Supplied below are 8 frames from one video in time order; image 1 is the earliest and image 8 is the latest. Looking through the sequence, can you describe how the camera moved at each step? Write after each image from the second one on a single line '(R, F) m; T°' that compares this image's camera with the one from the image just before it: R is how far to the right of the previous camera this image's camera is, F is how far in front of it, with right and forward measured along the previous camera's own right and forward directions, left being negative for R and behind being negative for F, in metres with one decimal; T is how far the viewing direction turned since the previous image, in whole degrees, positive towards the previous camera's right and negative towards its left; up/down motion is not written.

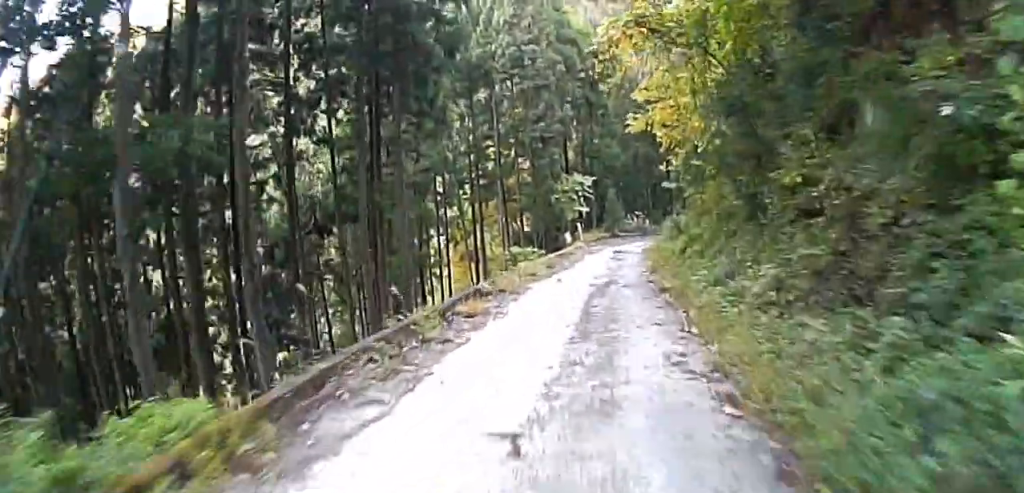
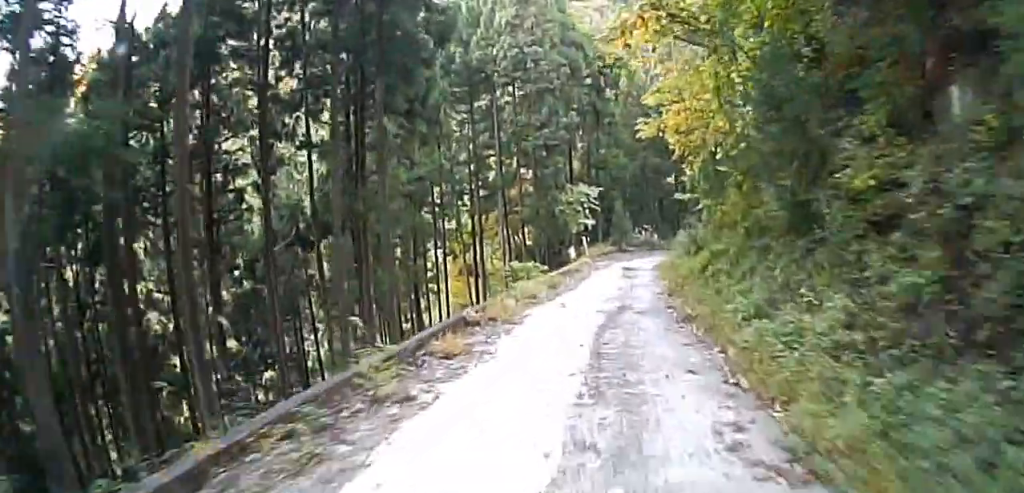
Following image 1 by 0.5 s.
(0.0, +2.5) m; -2°
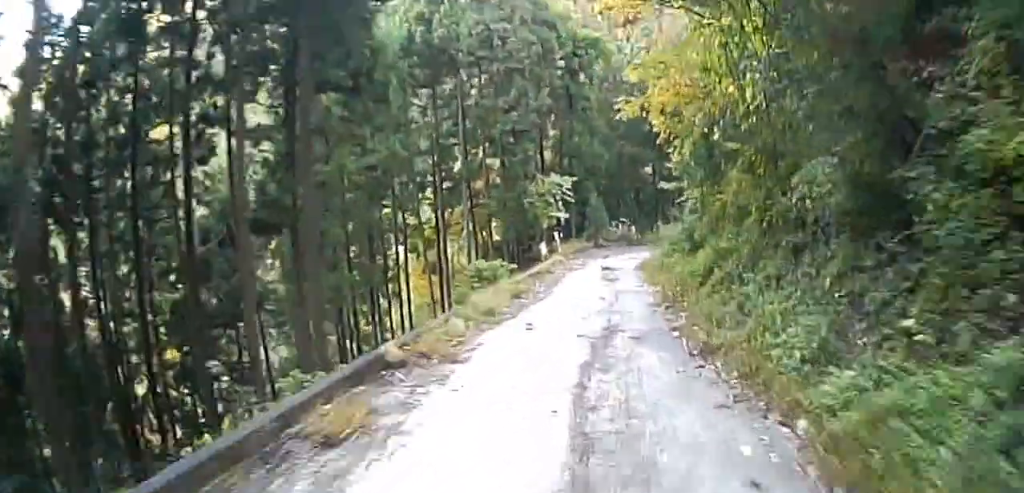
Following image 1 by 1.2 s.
(-0.2, +3.3) m; -6°
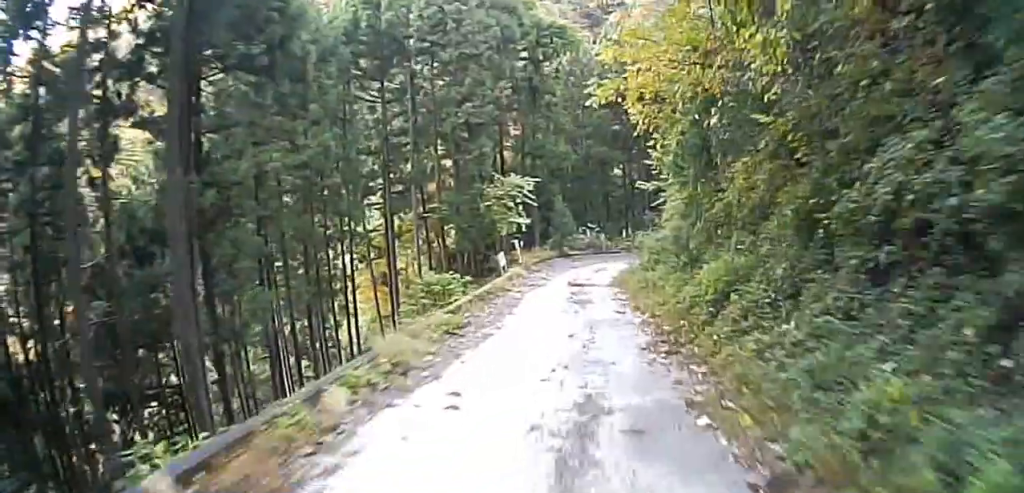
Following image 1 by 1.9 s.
(-0.2, +3.7) m; -3°
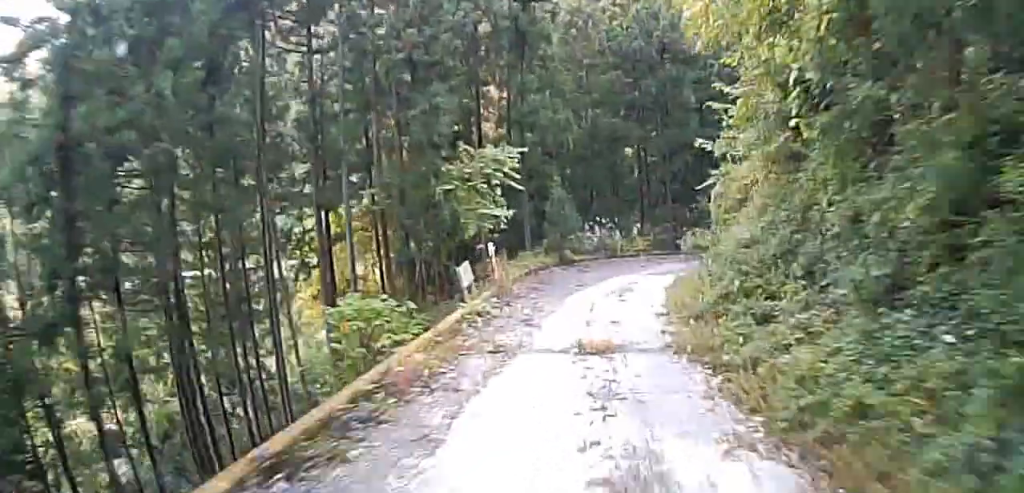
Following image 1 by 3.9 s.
(-0.2, +9.9) m; +1°
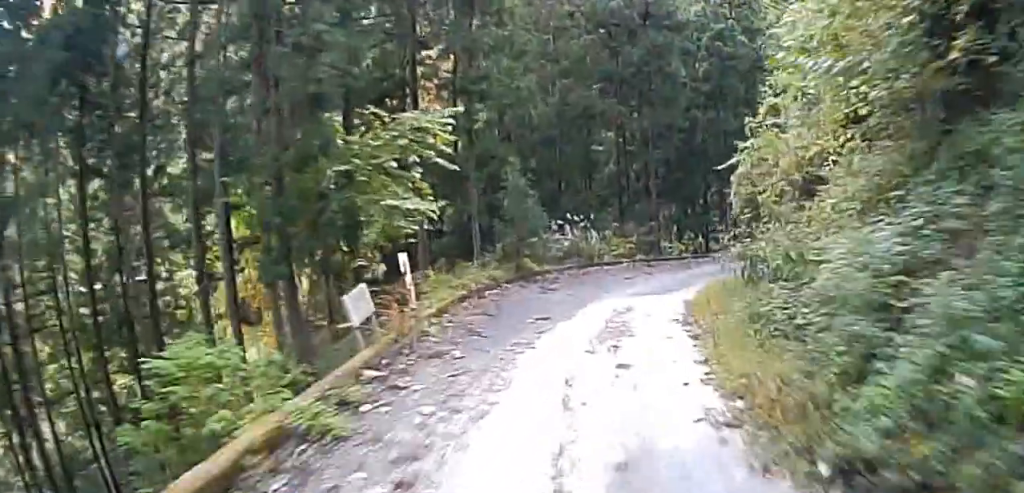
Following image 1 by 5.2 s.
(+0.3, +6.5) m; -1°
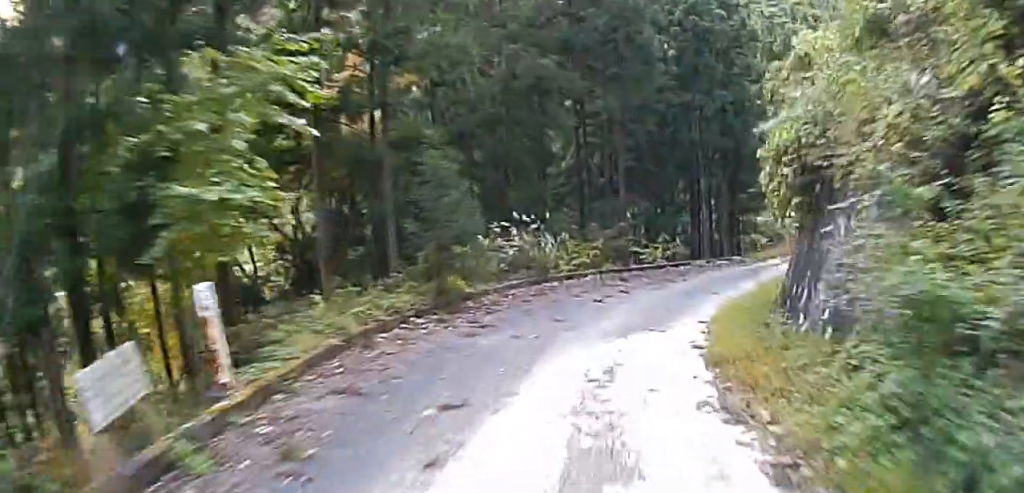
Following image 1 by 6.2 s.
(-0.3, +4.2) m; +8°
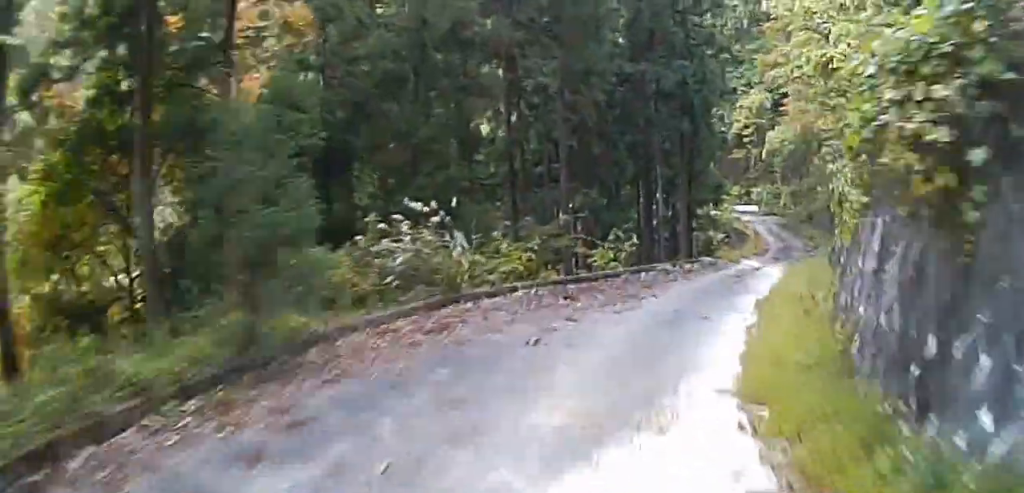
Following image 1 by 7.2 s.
(+0.9, +7.1) m; +6°
